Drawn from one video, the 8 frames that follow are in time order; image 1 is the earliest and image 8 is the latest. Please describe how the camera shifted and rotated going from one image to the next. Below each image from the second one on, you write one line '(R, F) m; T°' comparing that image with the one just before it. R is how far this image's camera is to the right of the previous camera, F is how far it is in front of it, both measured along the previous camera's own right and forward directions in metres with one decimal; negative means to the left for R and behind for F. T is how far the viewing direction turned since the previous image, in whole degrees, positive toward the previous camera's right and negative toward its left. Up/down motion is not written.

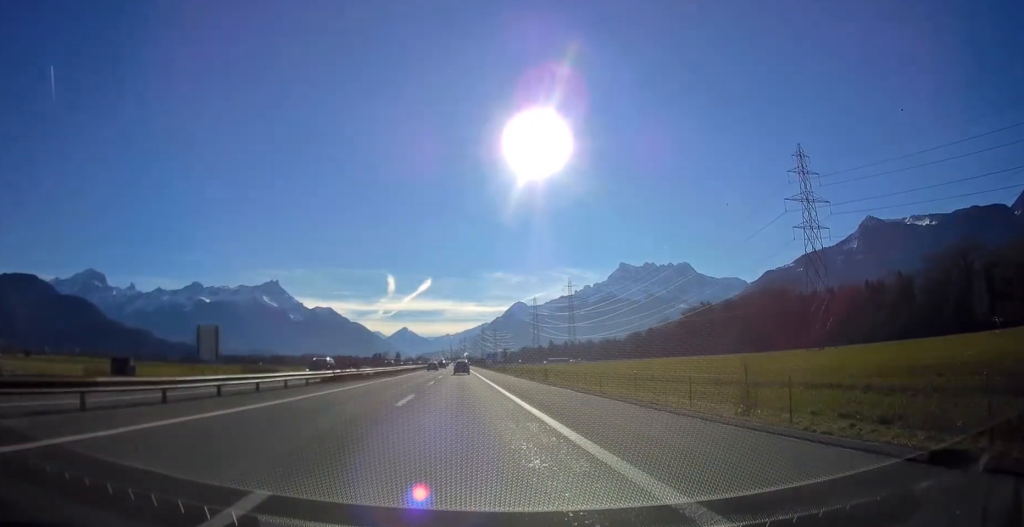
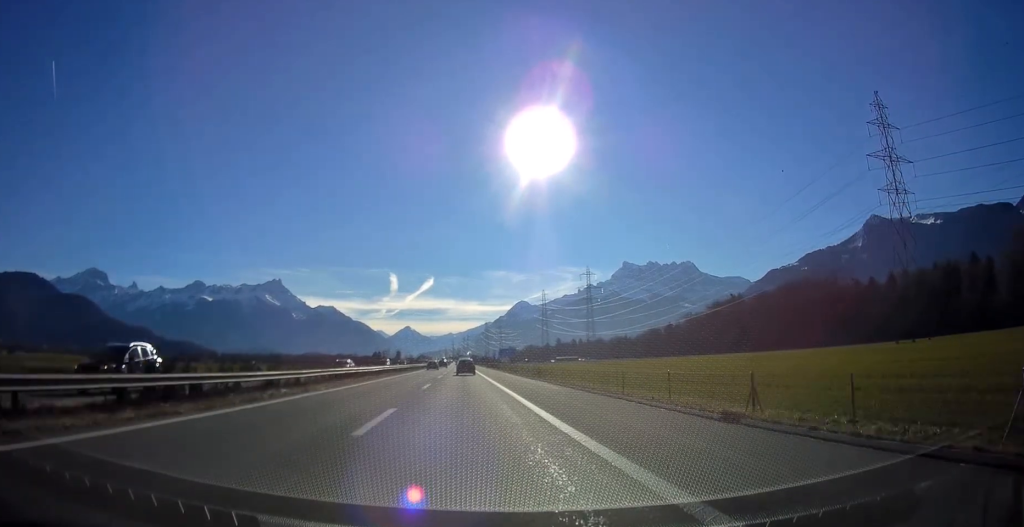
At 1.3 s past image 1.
(+0.1, +42.4) m; 0°
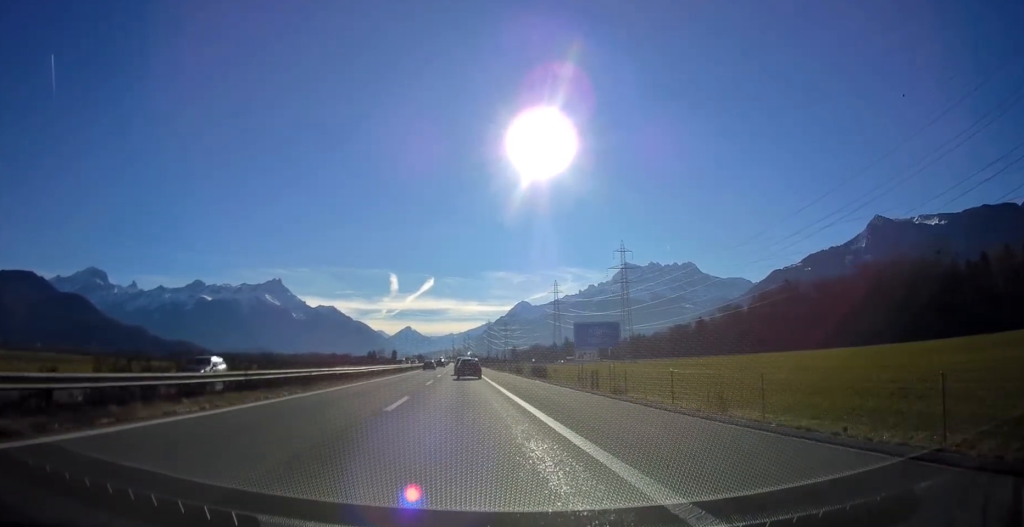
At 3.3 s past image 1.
(0.0, +67.4) m; 0°
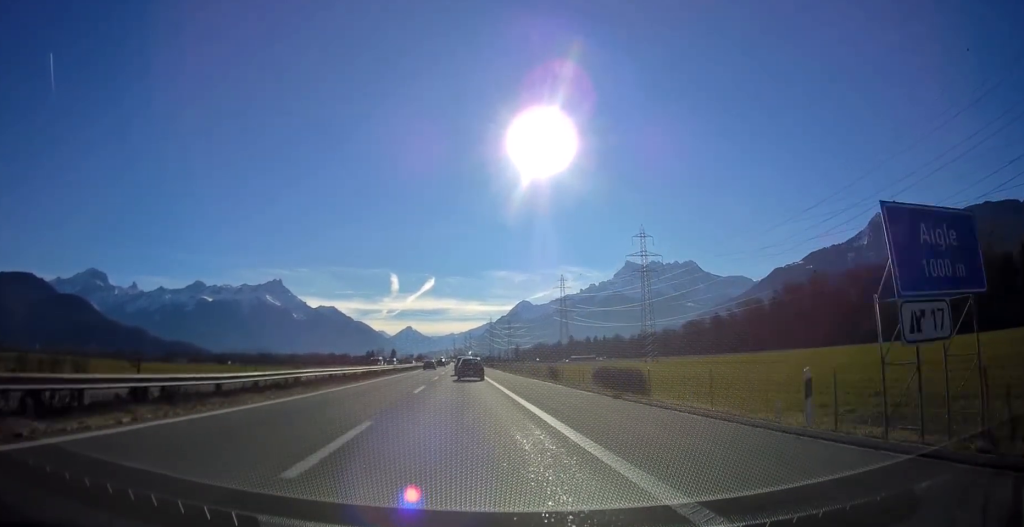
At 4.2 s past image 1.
(0.0, +27.2) m; 0°
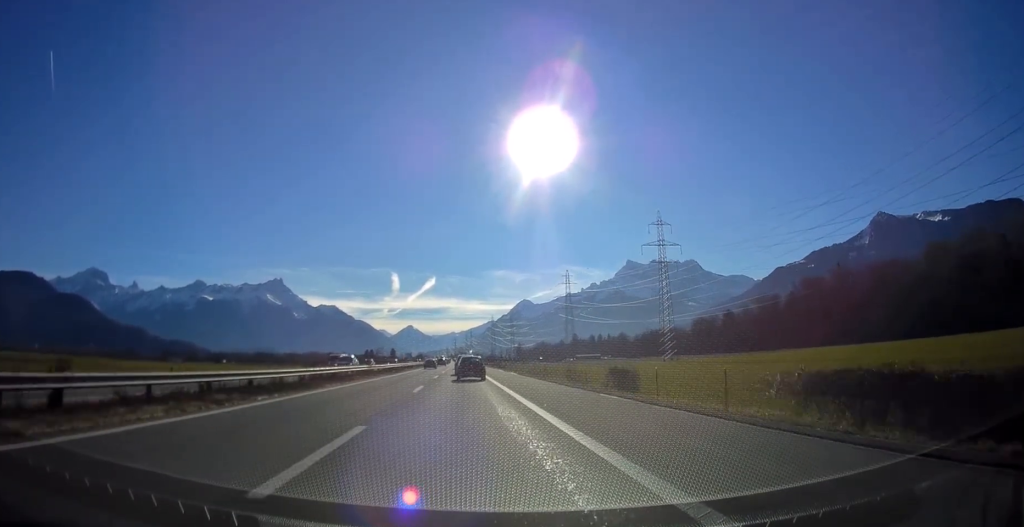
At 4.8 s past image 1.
(-0.1, +18.5) m; 0°
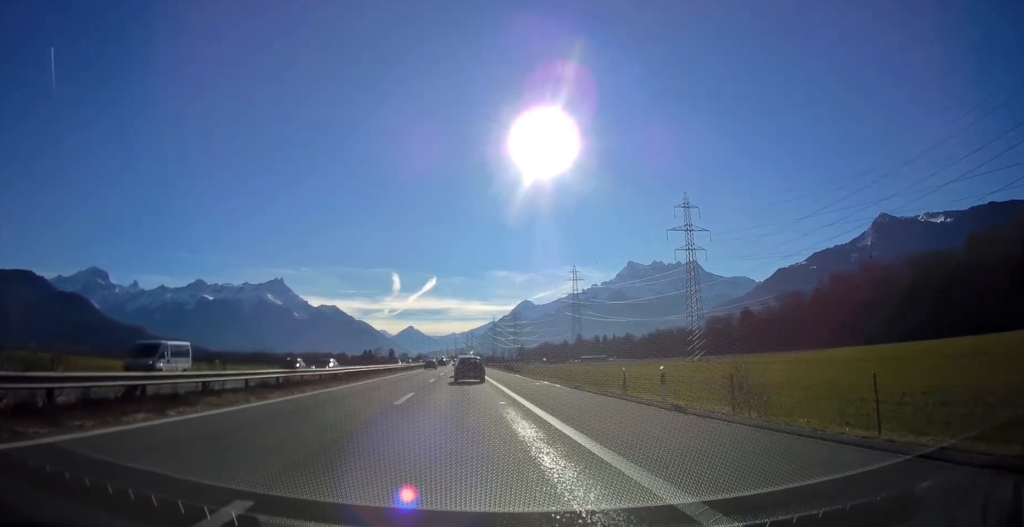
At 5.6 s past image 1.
(0.0, +24.8) m; 0°
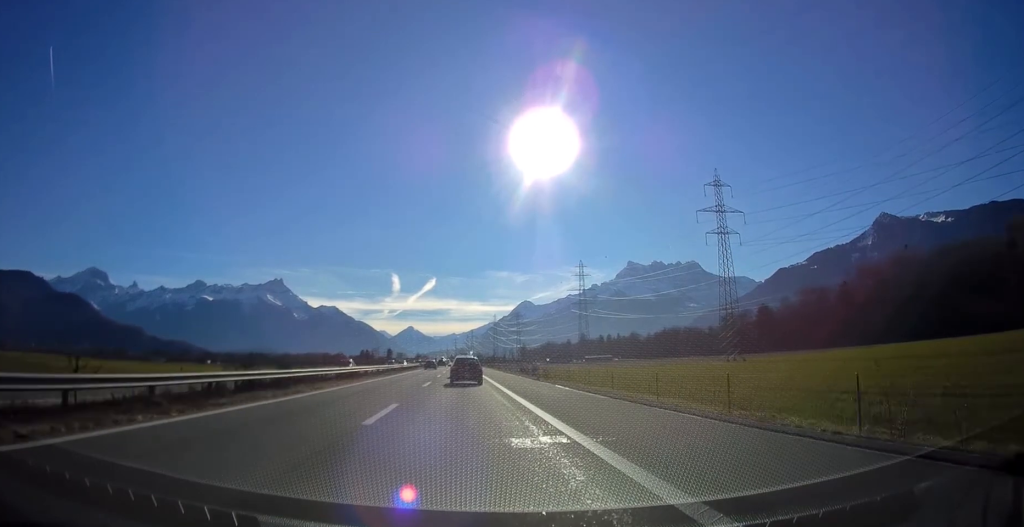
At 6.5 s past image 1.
(0.0, +24.2) m; 0°
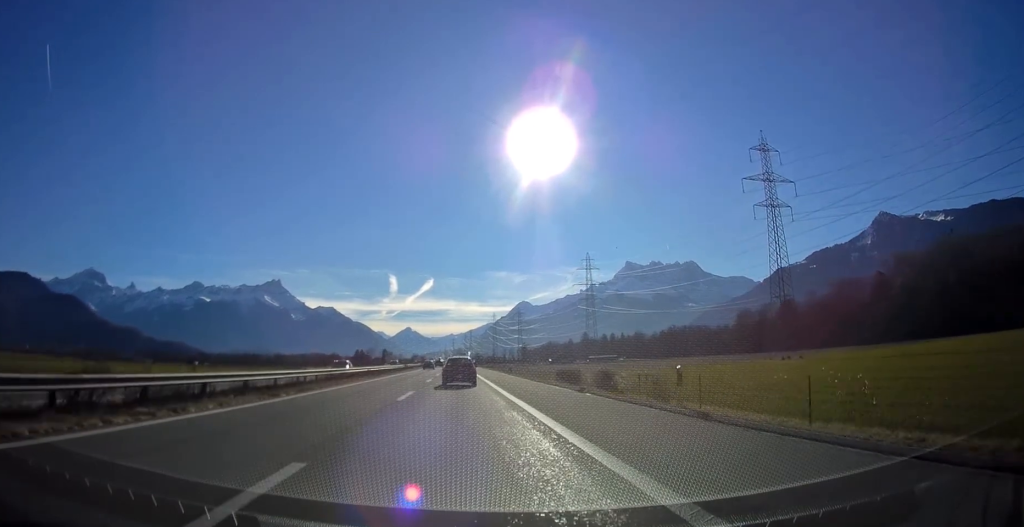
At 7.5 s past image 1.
(0.0, +29.4) m; 0°
